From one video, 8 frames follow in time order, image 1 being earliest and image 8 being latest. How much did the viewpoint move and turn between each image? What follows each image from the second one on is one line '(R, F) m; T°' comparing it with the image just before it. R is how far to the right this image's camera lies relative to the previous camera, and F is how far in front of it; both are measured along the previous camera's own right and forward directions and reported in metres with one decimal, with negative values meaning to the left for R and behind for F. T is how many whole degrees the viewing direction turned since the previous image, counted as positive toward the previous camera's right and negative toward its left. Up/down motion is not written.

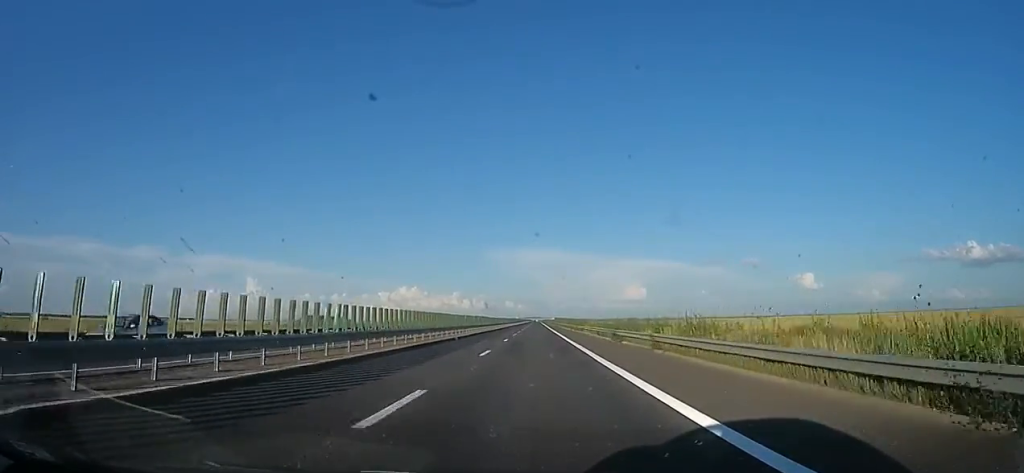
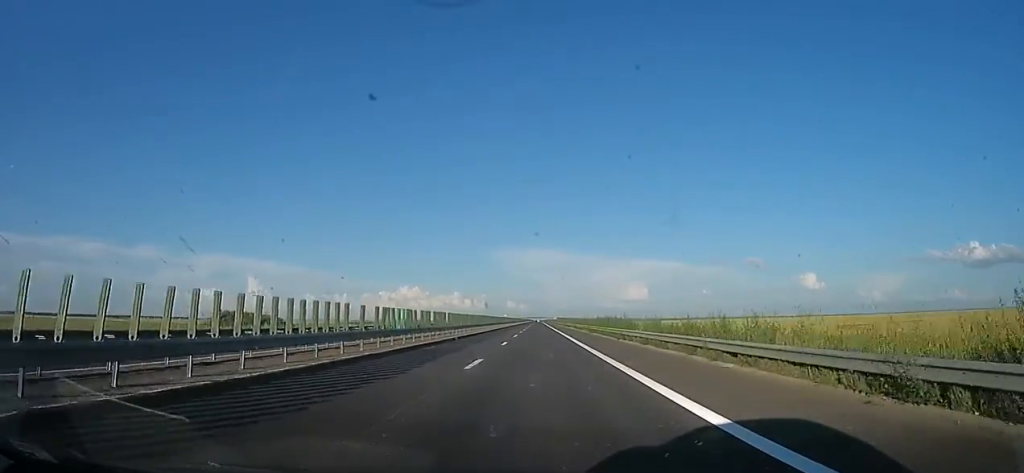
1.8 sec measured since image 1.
(-1.4, +64.8) m; -2°
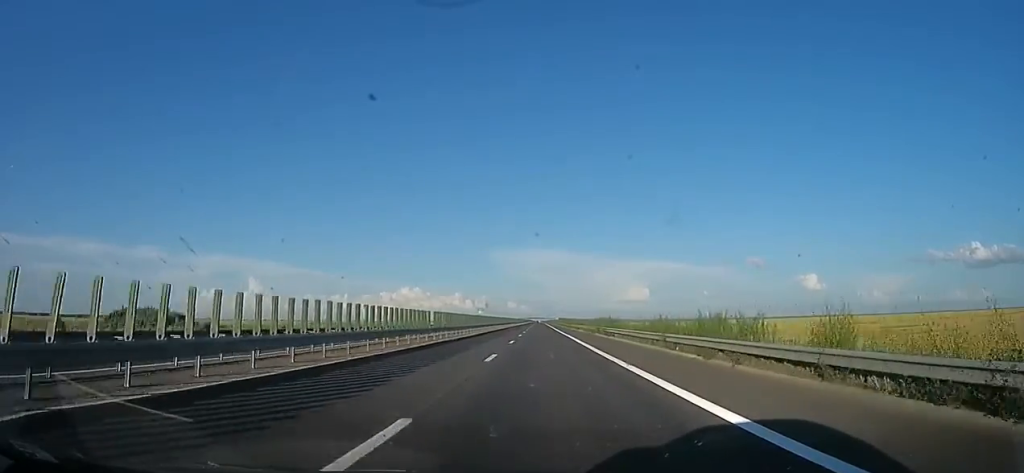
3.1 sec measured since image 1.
(0.0, +45.5) m; 0°
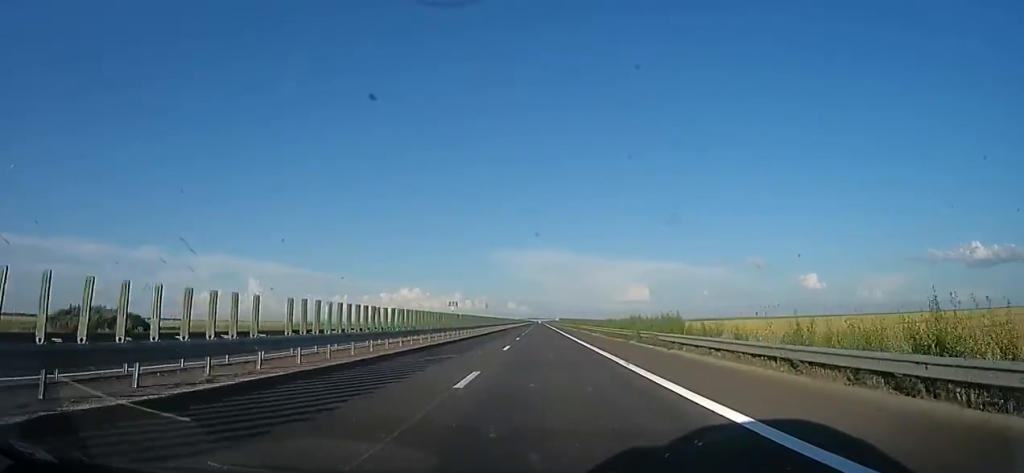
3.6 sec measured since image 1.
(0.0, +17.7) m; +1°
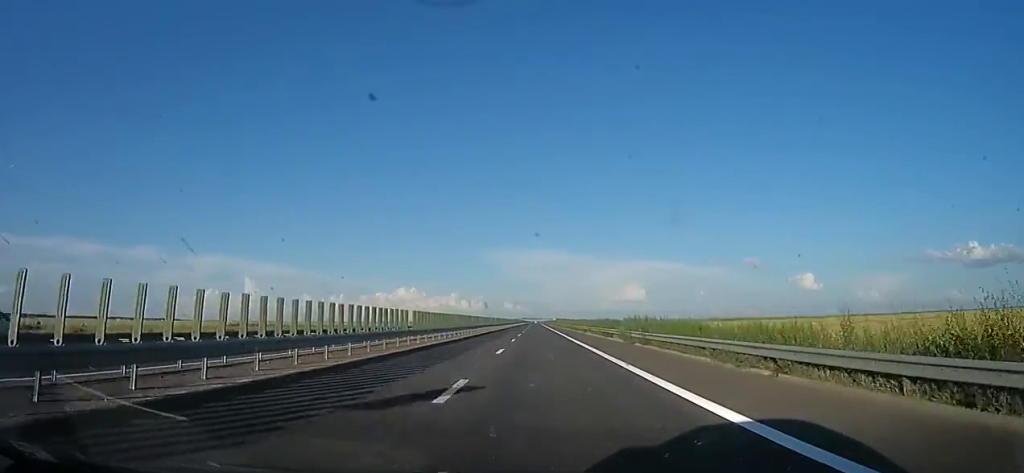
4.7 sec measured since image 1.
(+0.7, +37.8) m; +2°
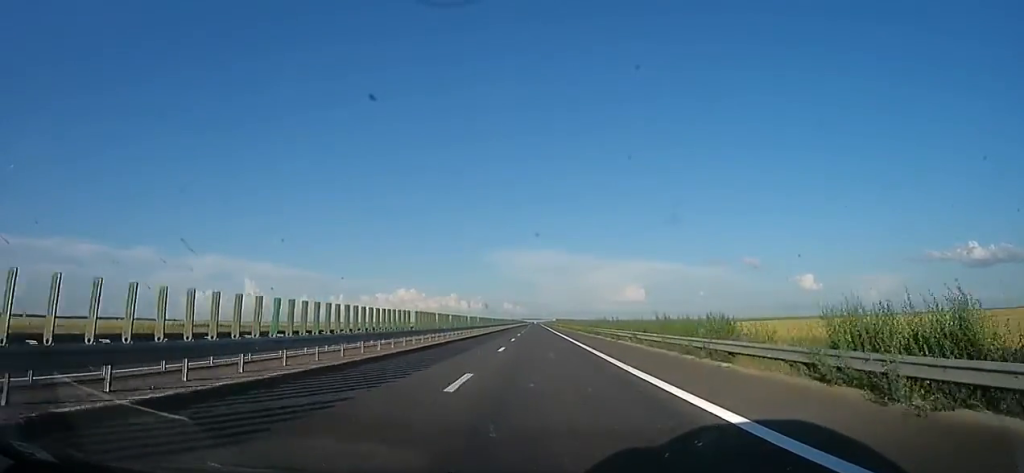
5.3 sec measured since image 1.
(+0.8, +22.5) m; 0°
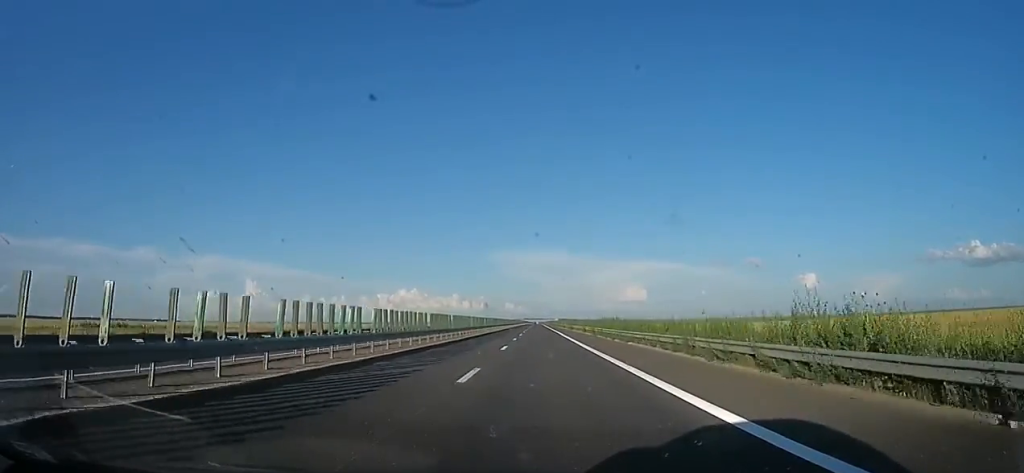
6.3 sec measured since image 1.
(-1.4, +35.0) m; -2°
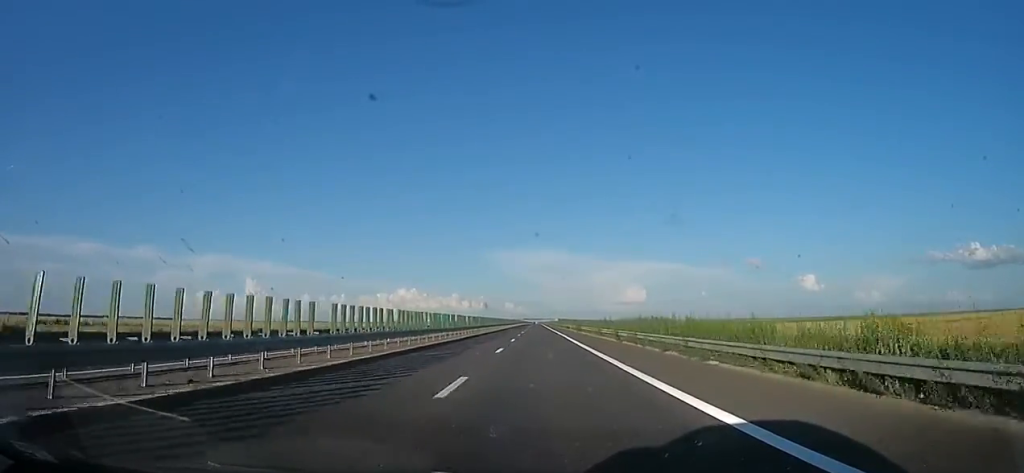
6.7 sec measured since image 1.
(0.0, +14.3) m; +1°
